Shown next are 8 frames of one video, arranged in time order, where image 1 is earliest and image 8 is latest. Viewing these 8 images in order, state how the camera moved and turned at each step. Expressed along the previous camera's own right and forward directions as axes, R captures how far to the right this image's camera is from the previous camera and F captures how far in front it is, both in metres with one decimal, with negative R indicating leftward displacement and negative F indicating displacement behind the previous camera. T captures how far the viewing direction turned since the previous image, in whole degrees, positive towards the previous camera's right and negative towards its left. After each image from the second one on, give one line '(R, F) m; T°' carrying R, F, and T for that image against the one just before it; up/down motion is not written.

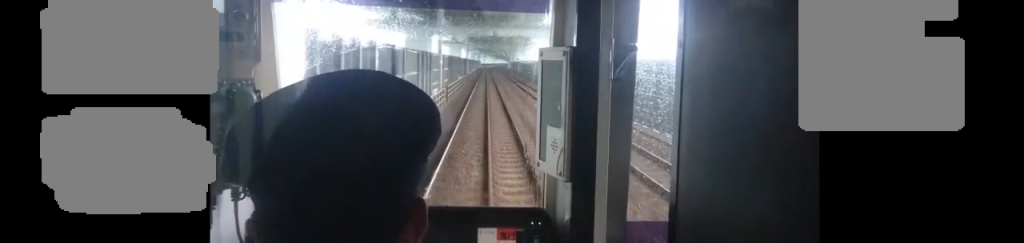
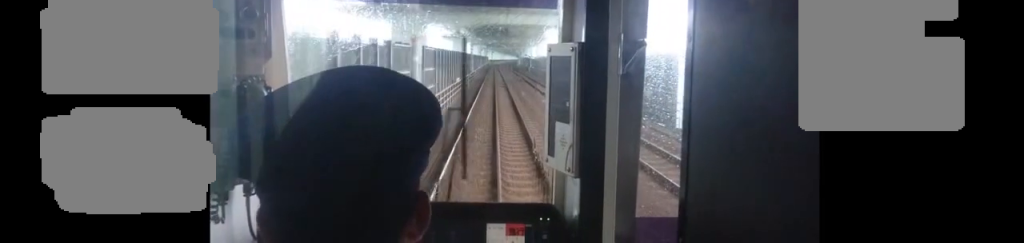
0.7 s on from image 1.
(-0.3, +16.8) m; 0°
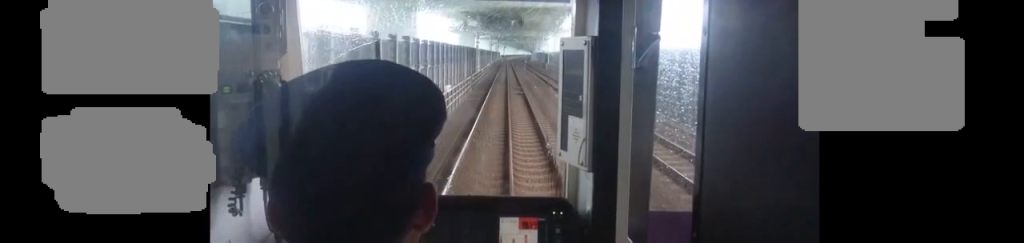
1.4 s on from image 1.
(+0.7, +16.6) m; 0°
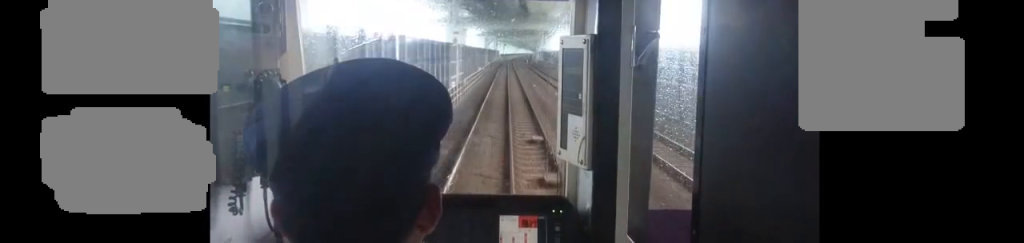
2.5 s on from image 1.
(-0.7, +24.9) m; -1°
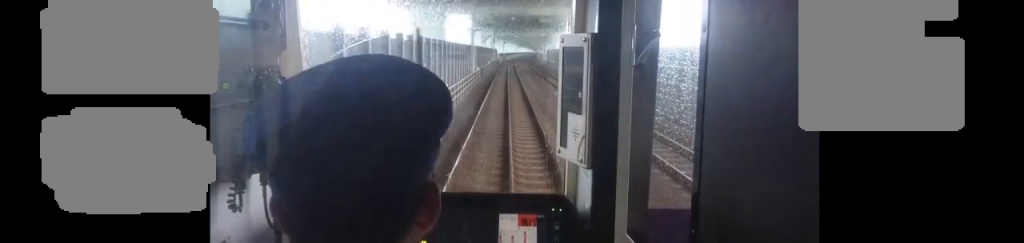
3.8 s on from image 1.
(+0.3, +30.2) m; +1°
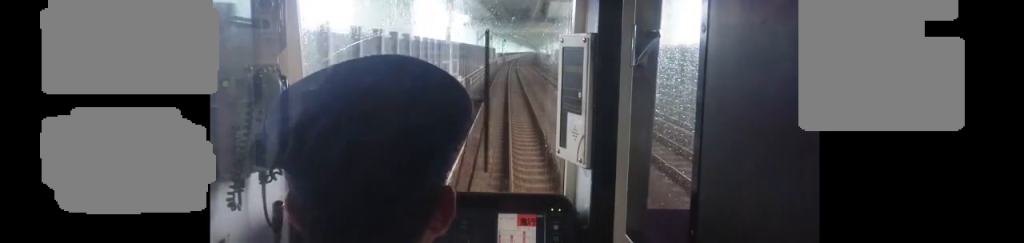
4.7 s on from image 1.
(0.0, +20.0) m; +1°
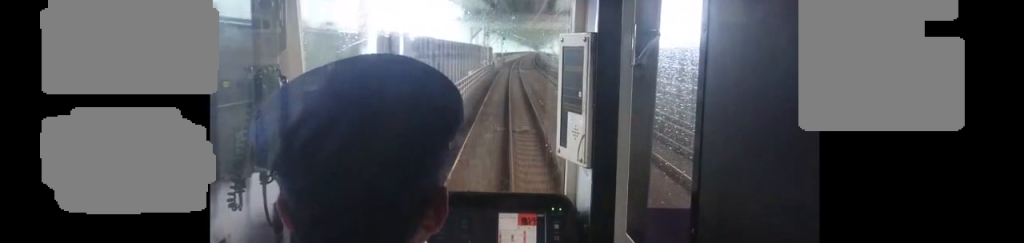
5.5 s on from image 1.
(+0.5, +17.2) m; -1°
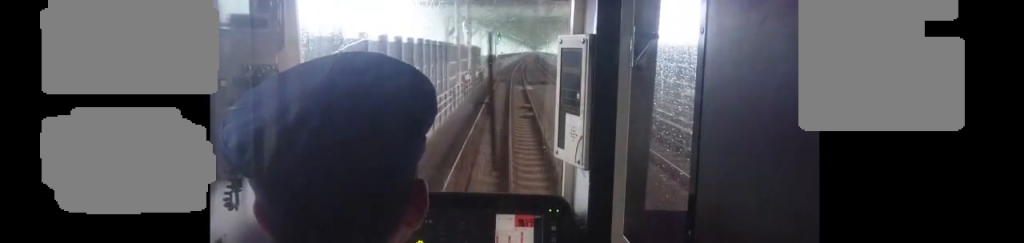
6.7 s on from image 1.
(-1.2, +28.2) m; -2°
